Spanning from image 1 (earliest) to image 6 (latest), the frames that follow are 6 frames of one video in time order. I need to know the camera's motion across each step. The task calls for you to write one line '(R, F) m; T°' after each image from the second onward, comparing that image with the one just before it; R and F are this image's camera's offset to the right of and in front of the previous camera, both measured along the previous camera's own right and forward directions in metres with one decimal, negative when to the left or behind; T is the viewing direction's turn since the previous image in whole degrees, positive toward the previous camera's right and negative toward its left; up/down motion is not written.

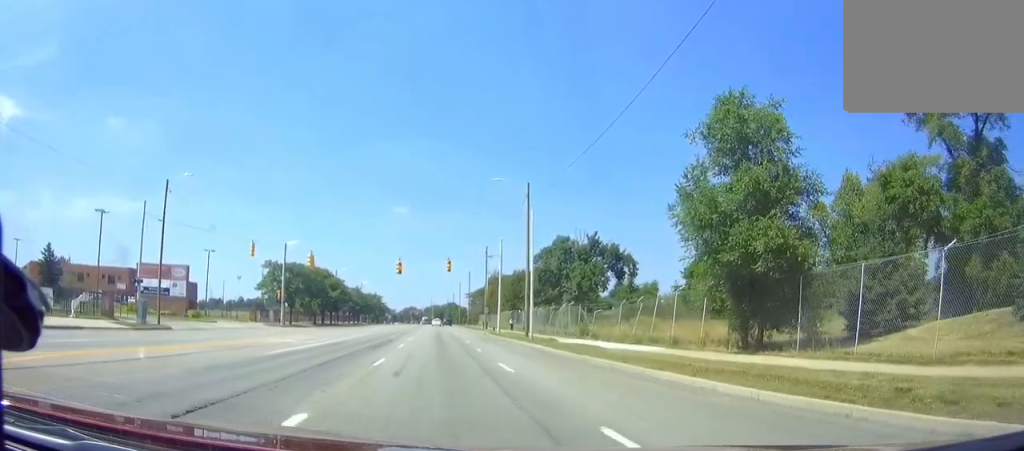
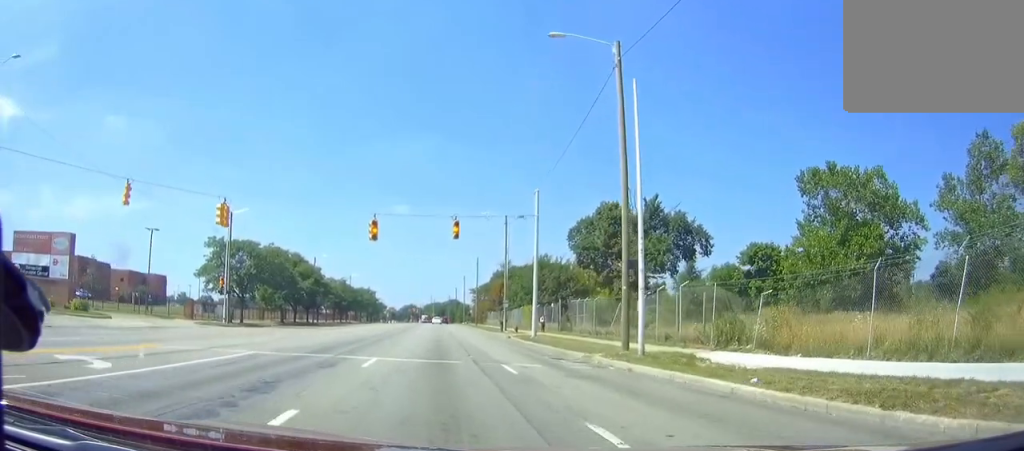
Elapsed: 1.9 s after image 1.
(0.0, +24.6) m; 0°
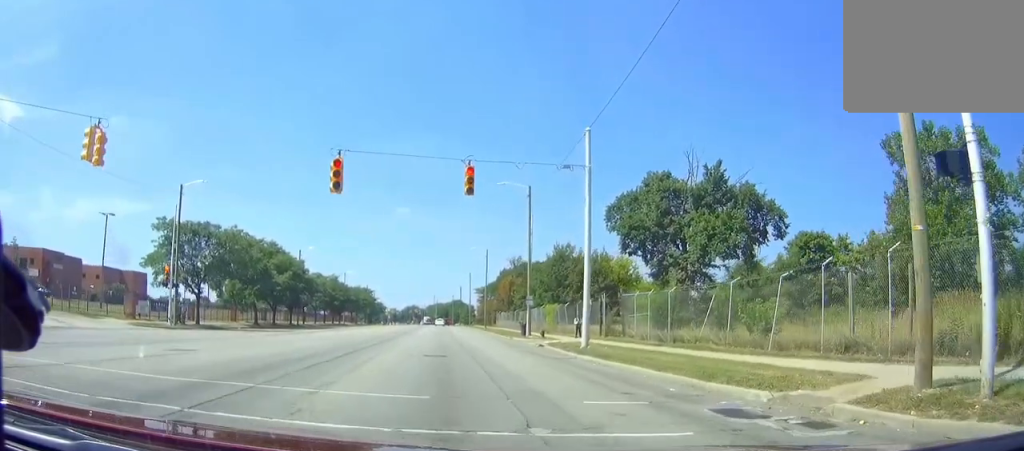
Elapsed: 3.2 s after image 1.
(0.0, +16.1) m; 0°
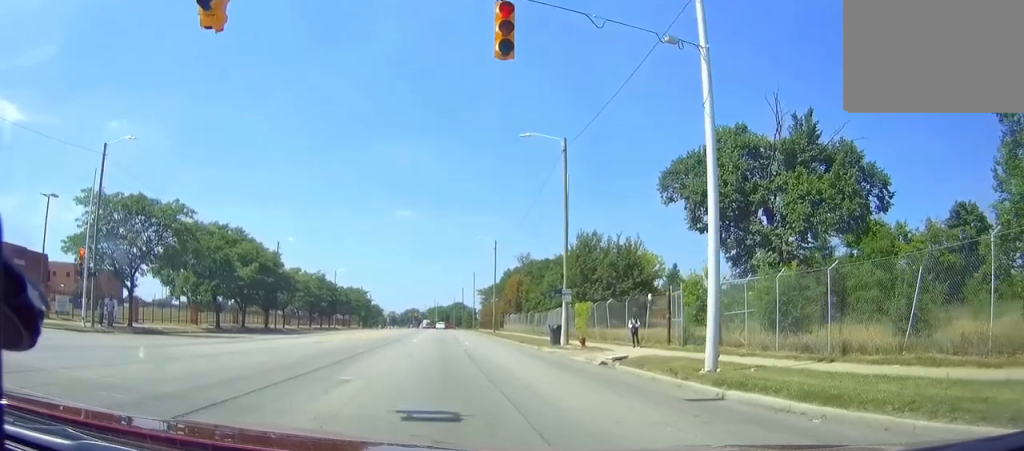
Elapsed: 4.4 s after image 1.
(0.0, +15.4) m; 0°
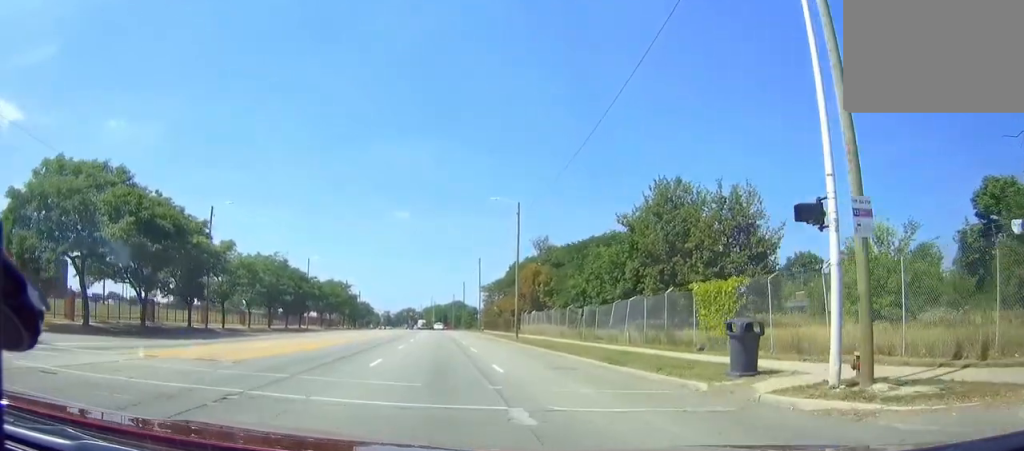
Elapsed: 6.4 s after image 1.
(0.0, +26.1) m; 0°
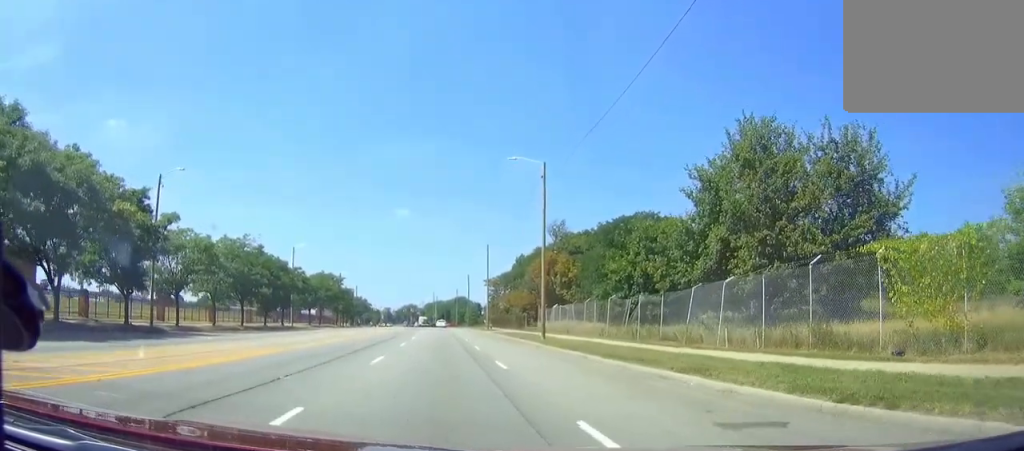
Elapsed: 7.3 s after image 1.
(0.0, +12.6) m; 0°
